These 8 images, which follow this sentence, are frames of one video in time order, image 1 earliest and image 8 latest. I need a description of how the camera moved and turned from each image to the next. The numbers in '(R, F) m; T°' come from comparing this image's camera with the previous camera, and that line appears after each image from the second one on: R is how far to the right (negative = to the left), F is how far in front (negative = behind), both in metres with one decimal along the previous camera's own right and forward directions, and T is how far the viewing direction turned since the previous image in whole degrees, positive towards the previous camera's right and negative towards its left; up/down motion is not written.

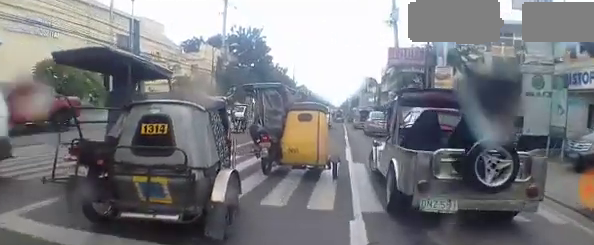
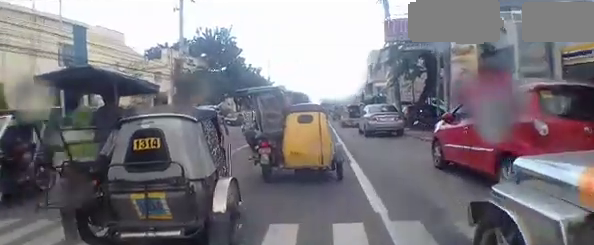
(-0.3, +4.0) m; -4°
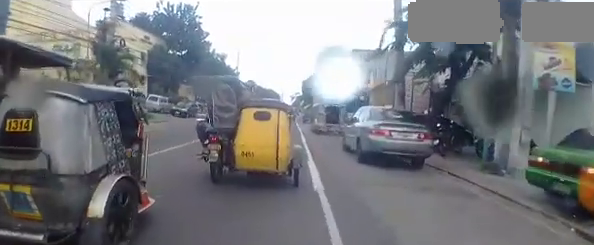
(+0.6, +5.8) m; +10°
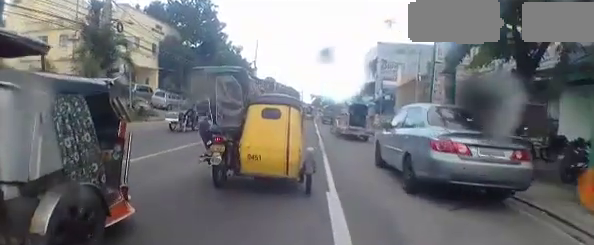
(-0.1, +2.8) m; -4°
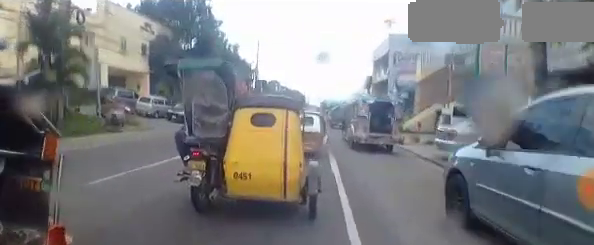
(-0.3, +4.6) m; -4°
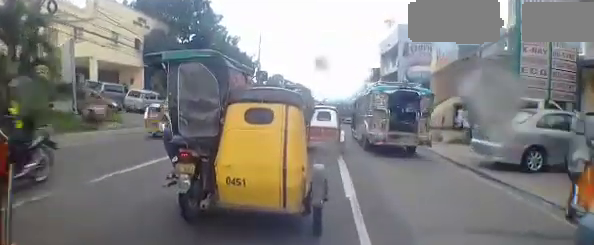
(-0.1, +2.9) m; -1°
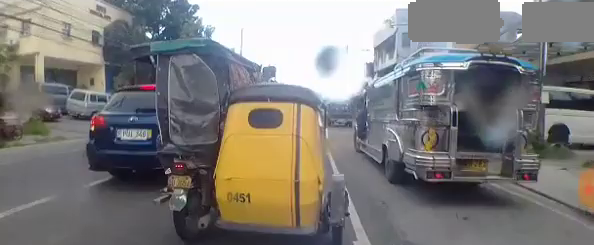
(+0.2, +6.0) m; +1°
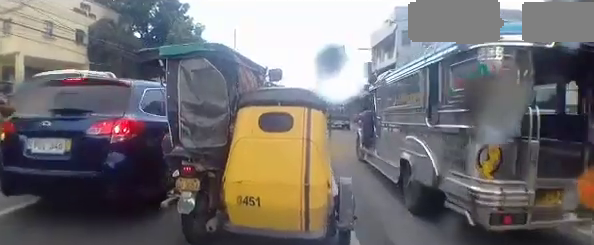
(+0.1, +1.8) m; -1°
